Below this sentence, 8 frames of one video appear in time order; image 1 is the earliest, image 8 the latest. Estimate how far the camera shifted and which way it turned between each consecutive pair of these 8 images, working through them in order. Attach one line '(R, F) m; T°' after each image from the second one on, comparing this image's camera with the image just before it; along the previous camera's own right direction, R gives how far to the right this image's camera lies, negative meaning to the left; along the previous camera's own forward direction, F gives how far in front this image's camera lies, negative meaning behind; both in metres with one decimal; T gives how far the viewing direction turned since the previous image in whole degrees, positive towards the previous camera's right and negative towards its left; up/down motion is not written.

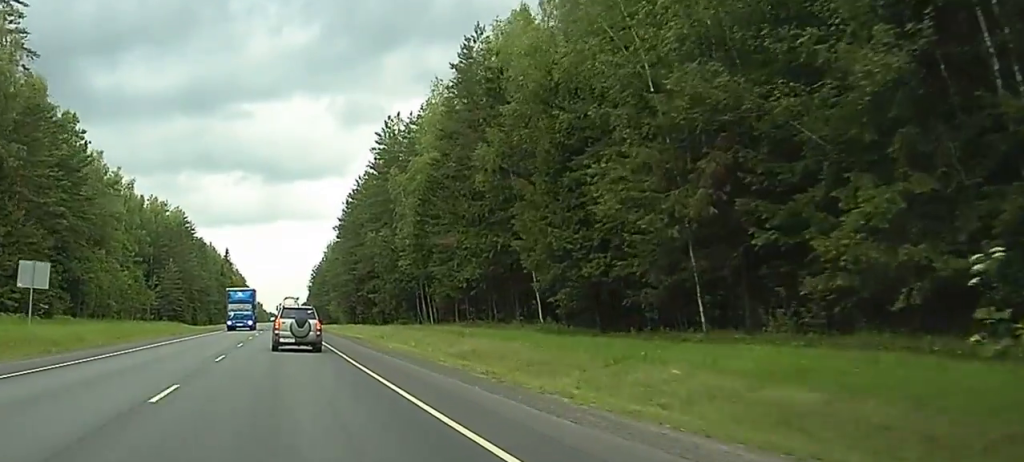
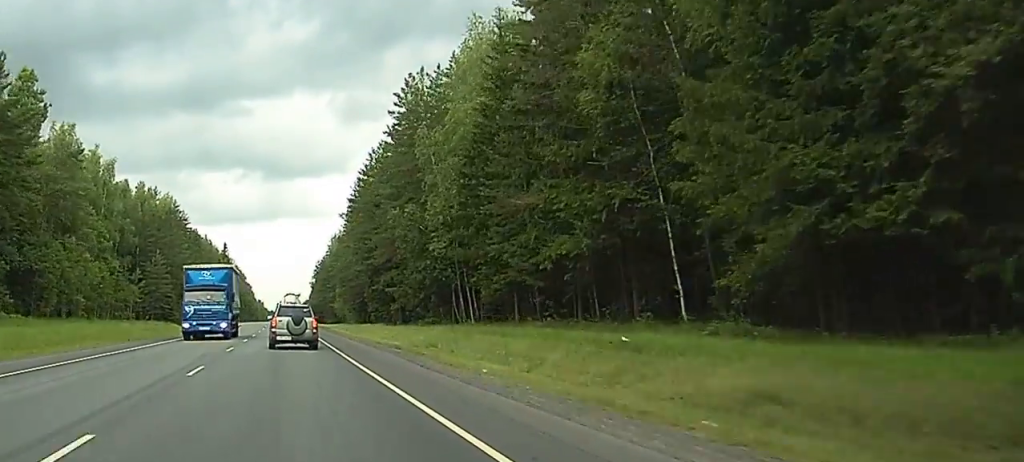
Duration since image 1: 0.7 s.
(-0.1, +18.8) m; 0°
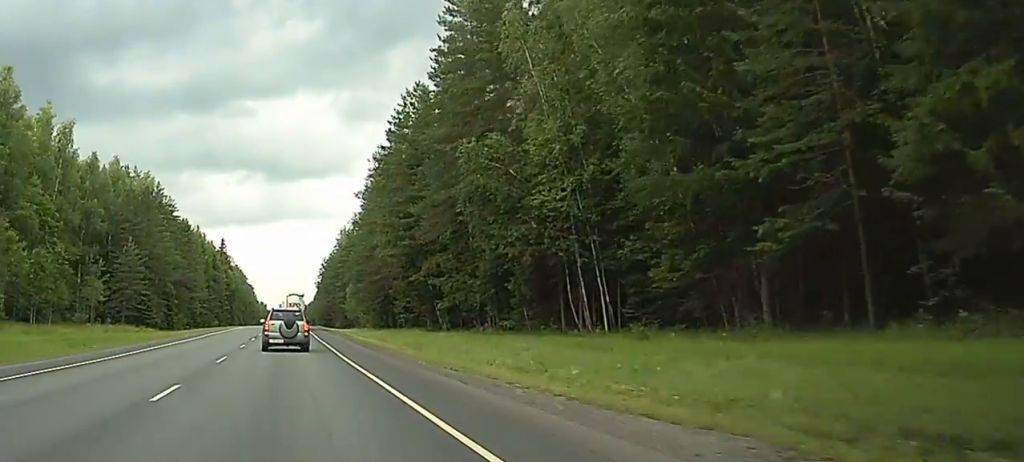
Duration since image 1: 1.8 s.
(0.0, +29.2) m; +1°
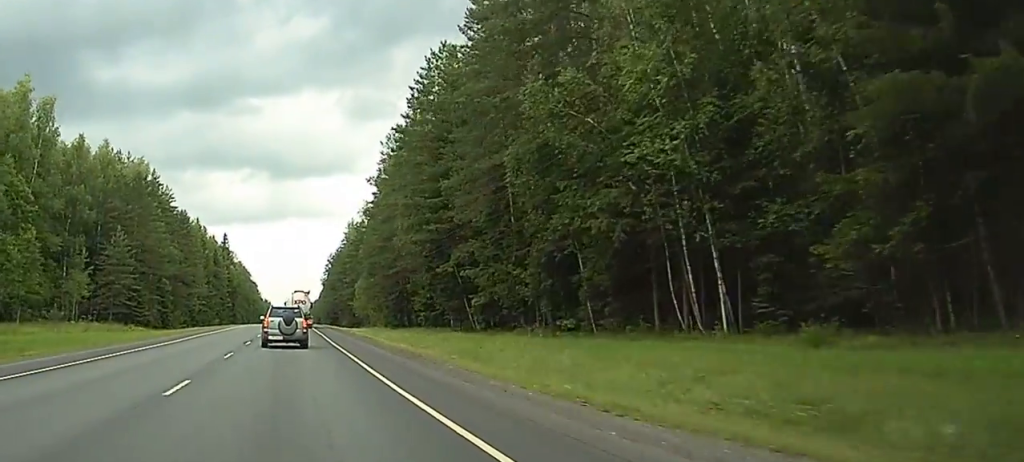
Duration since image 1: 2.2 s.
(+0.3, +11.5) m; +1°
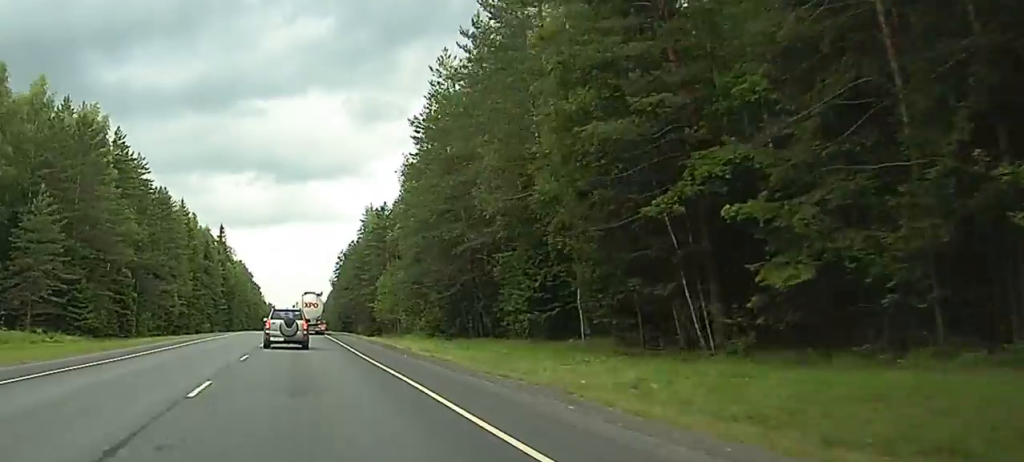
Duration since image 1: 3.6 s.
(-0.1, +36.9) m; 0°
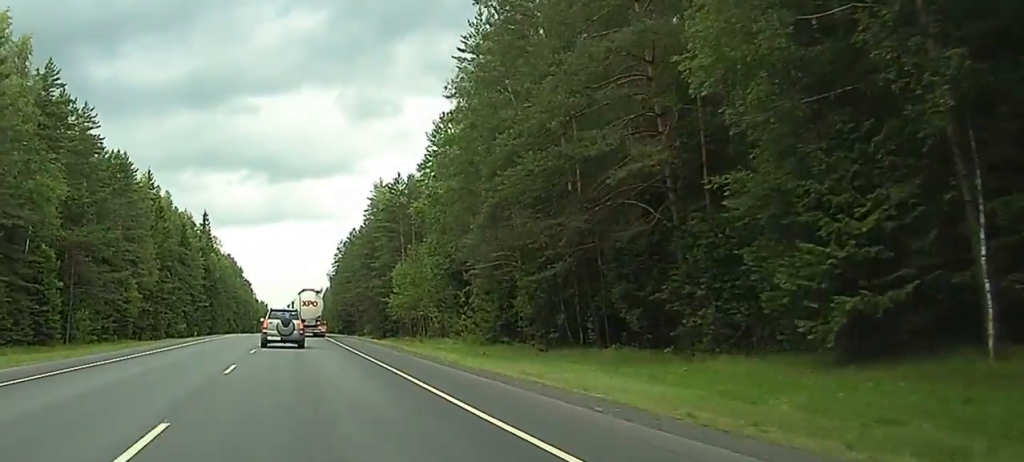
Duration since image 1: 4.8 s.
(+0.2, +30.5) m; 0°
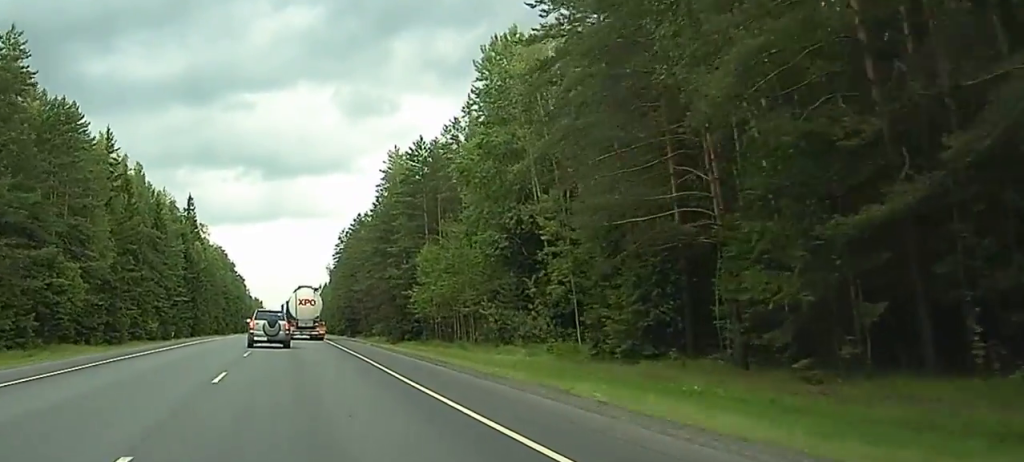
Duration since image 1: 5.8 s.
(0.0, +26.1) m; +1°
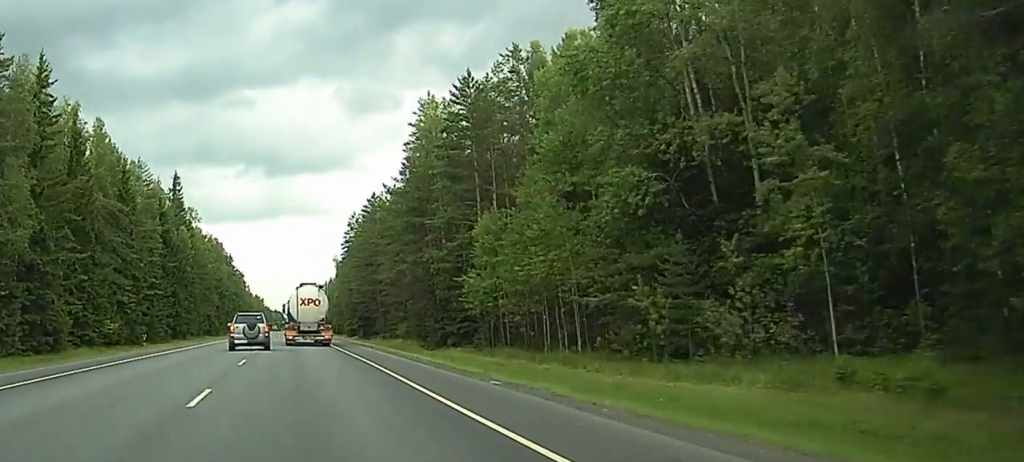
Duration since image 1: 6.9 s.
(+0.8, +27.7) m; 0°
